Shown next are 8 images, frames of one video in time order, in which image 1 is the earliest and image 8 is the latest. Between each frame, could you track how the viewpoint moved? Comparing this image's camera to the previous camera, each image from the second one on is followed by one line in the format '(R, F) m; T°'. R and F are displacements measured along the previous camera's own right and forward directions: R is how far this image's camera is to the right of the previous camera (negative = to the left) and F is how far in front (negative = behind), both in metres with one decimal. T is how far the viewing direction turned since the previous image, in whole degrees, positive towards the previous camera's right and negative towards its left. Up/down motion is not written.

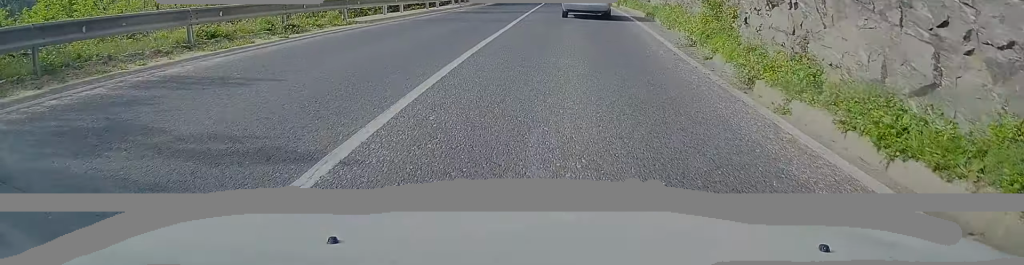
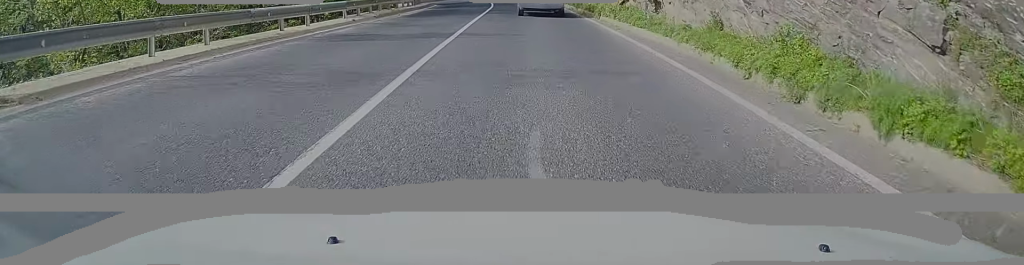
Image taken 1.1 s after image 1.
(+0.2, +12.7) m; +1°
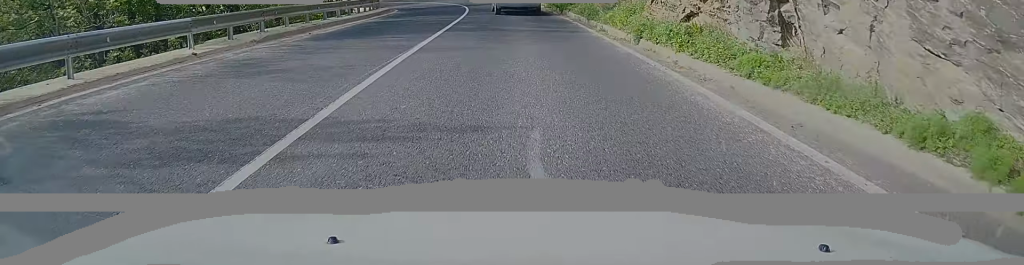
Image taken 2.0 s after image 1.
(+0.1, +10.4) m; 0°
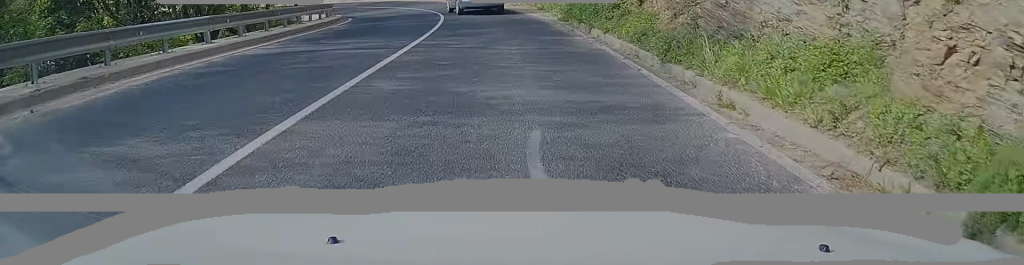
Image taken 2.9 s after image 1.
(0.0, +10.6) m; -1°
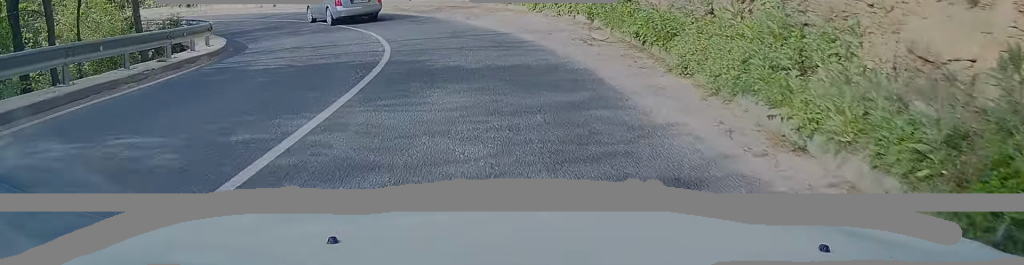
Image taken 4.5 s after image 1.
(-0.6, +17.3) m; -8°
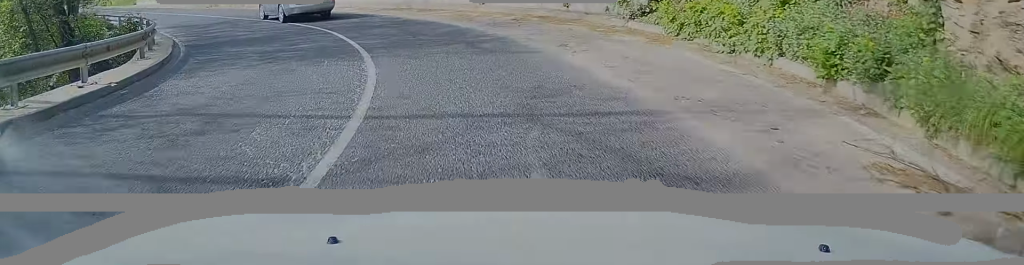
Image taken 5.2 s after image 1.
(-0.5, +8.5) m; -9°
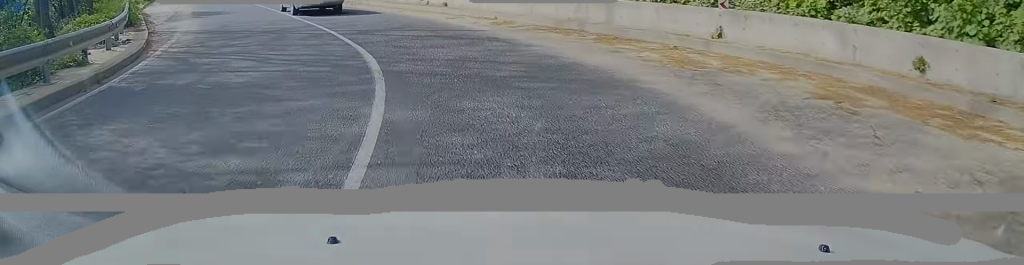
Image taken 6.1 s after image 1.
(-1.2, +10.0) m; -10°
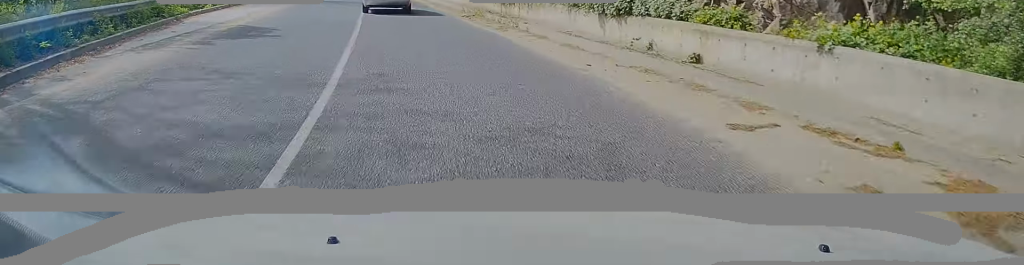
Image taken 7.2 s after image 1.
(-1.1, +12.8) m; -8°
